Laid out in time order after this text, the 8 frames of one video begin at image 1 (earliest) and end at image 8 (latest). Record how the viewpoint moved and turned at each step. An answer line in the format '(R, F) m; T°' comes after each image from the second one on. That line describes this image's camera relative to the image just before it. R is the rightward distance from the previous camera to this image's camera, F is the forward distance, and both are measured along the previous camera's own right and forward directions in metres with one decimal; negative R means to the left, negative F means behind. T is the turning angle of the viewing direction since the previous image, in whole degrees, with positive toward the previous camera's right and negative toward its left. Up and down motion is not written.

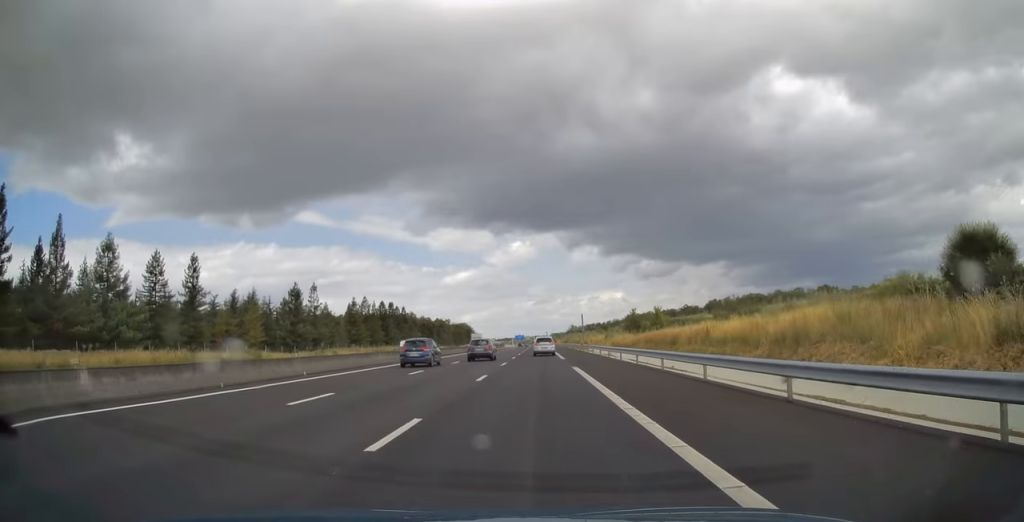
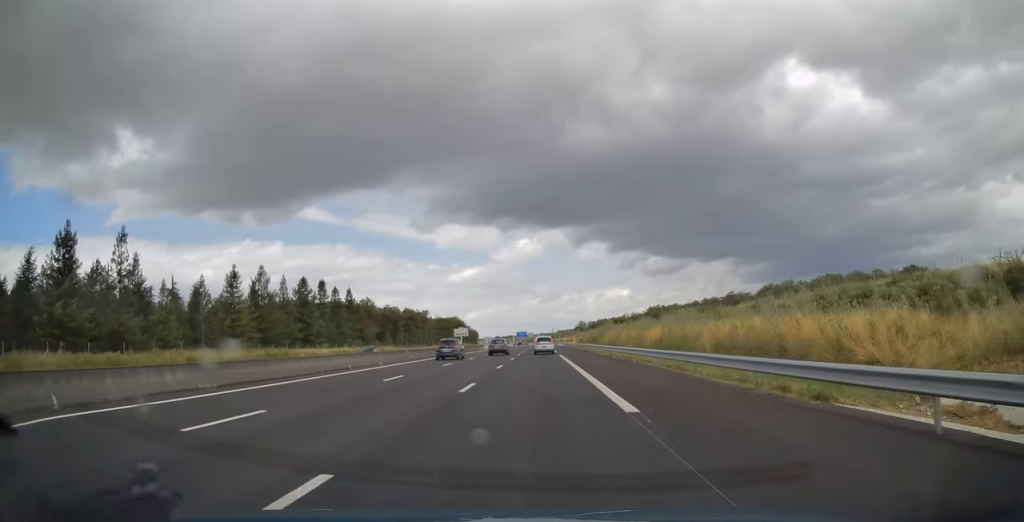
(0.0, +80.7) m; 0°
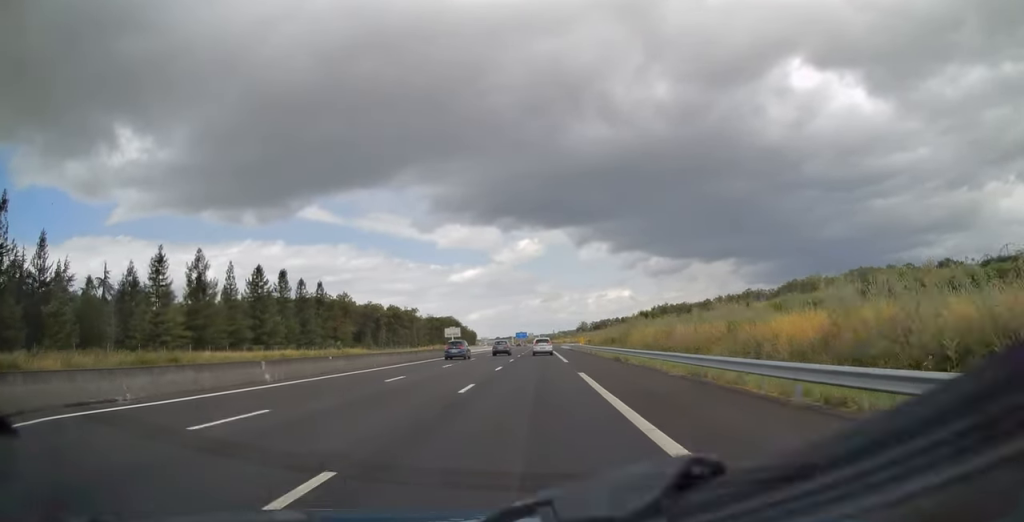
(0.0, +27.1) m; 0°
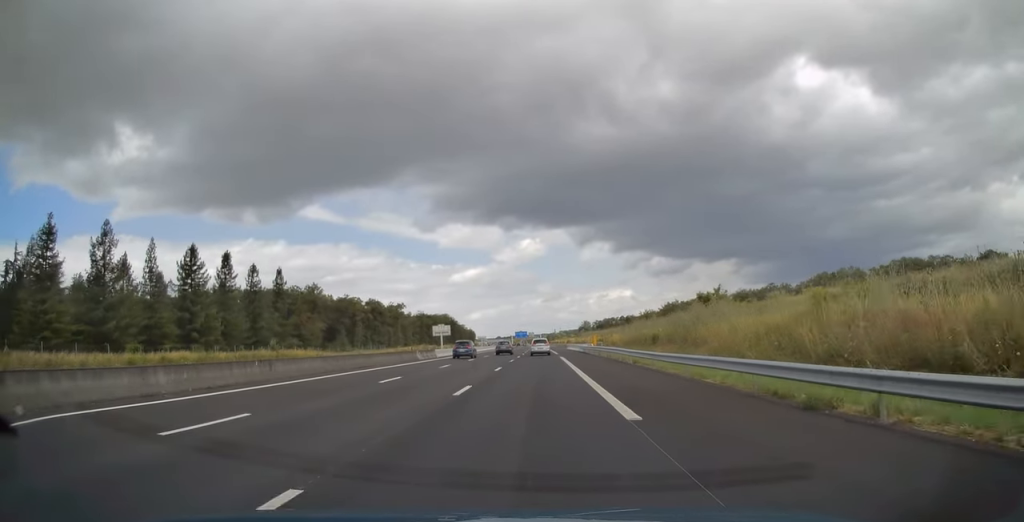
(-0.1, +29.6) m; 0°
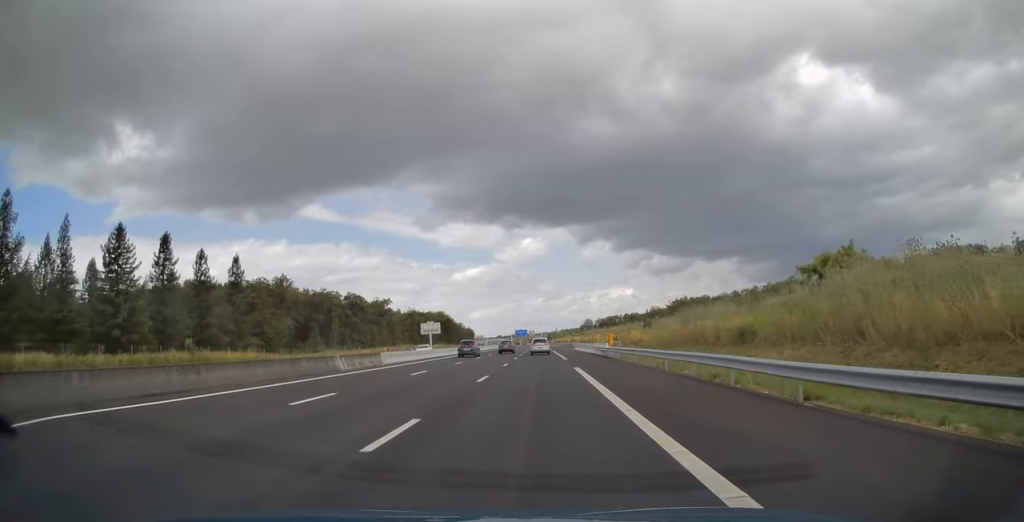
(0.0, +19.8) m; 0°
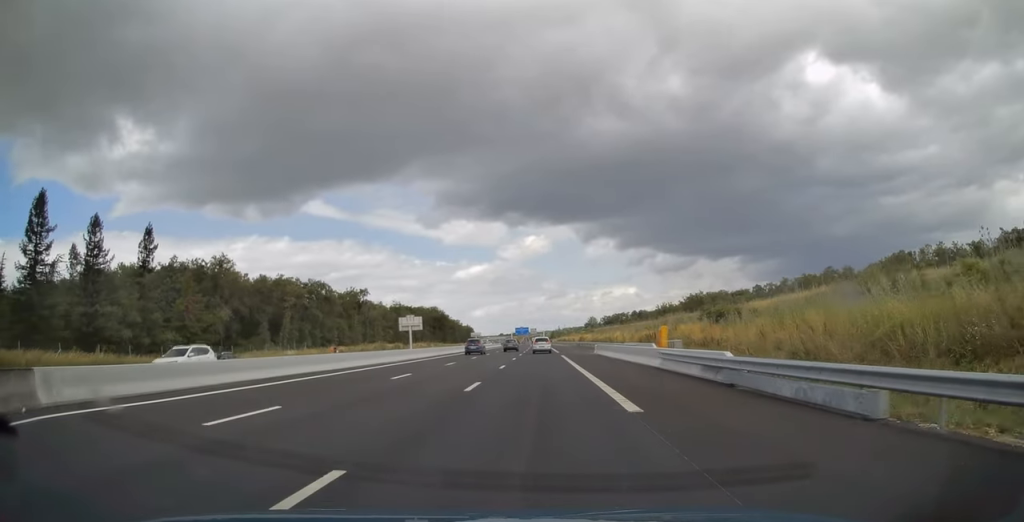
(0.0, +28.0) m; 0°
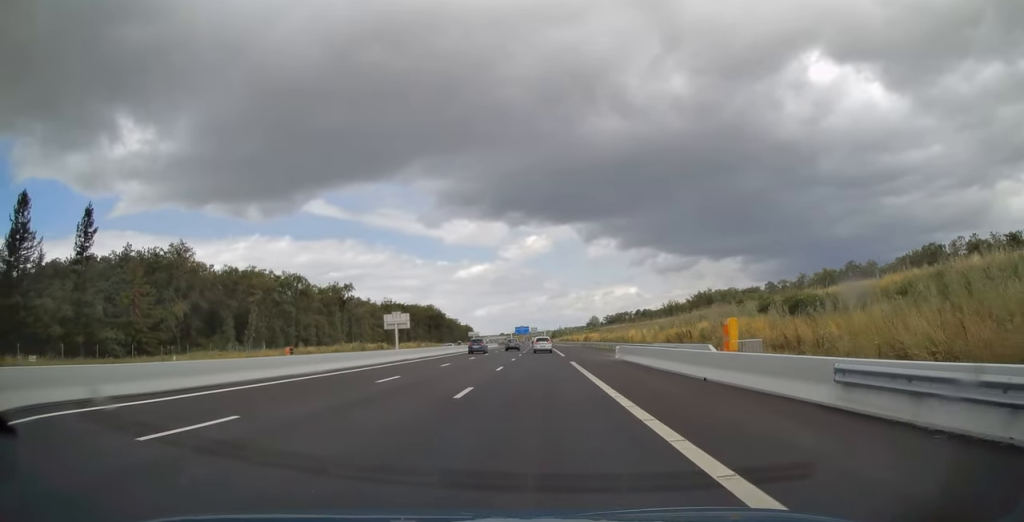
(+0.1, +14.0) m; 0°
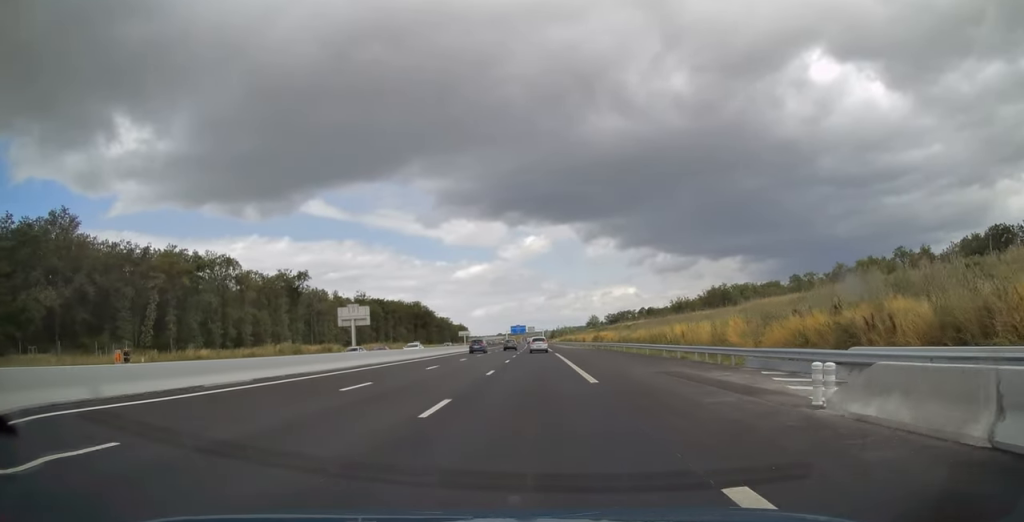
(-0.2, +28.9) m; 0°
